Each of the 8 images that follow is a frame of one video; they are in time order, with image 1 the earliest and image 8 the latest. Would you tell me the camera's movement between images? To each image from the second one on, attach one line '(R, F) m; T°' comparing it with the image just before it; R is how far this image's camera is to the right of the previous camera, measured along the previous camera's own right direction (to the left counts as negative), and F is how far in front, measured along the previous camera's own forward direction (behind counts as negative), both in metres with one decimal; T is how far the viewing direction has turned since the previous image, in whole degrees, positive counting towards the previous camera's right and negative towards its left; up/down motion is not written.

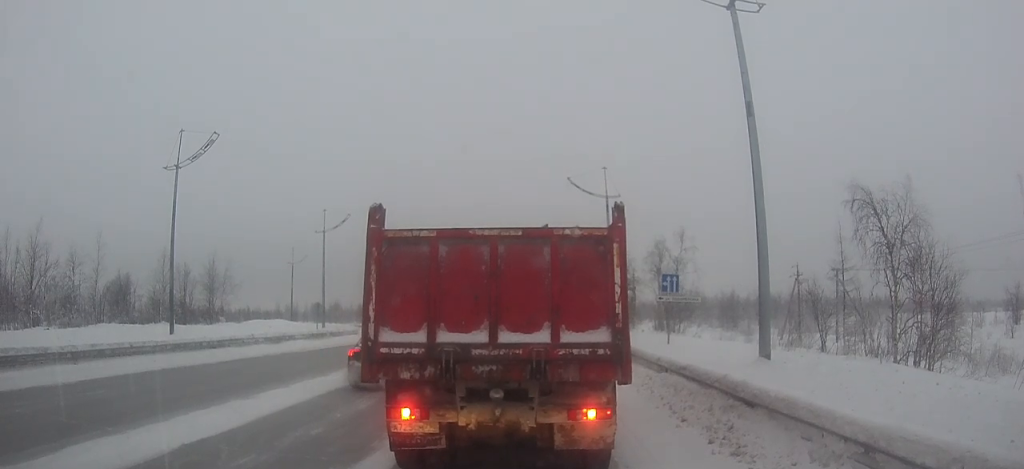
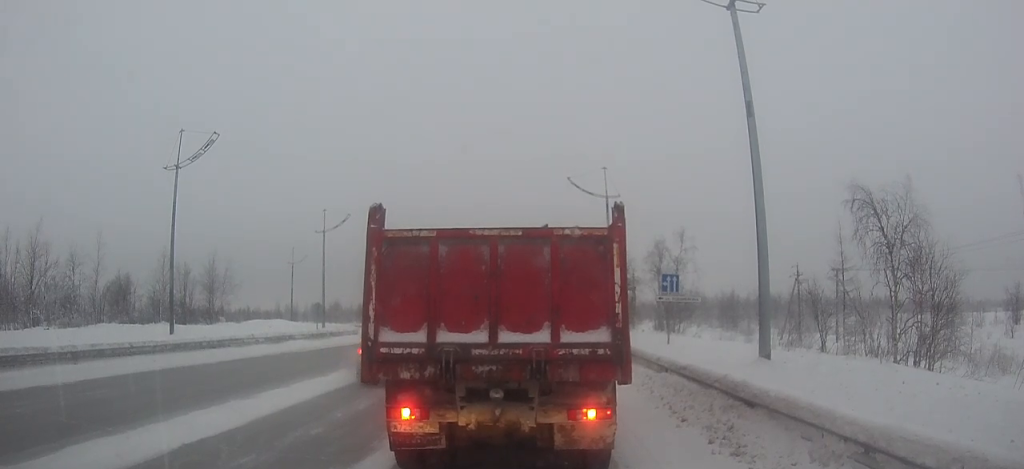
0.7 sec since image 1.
(0.0, 0.0) m; 0°
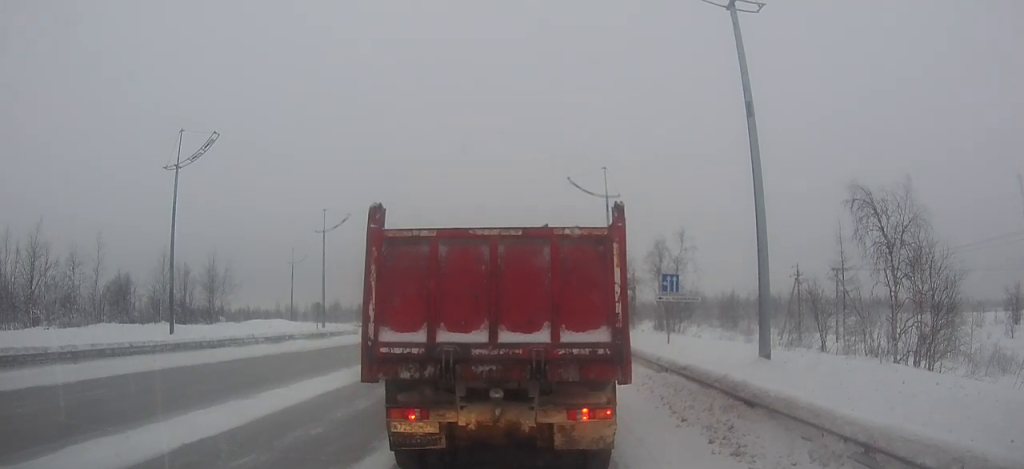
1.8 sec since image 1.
(0.0, 0.0) m; 0°
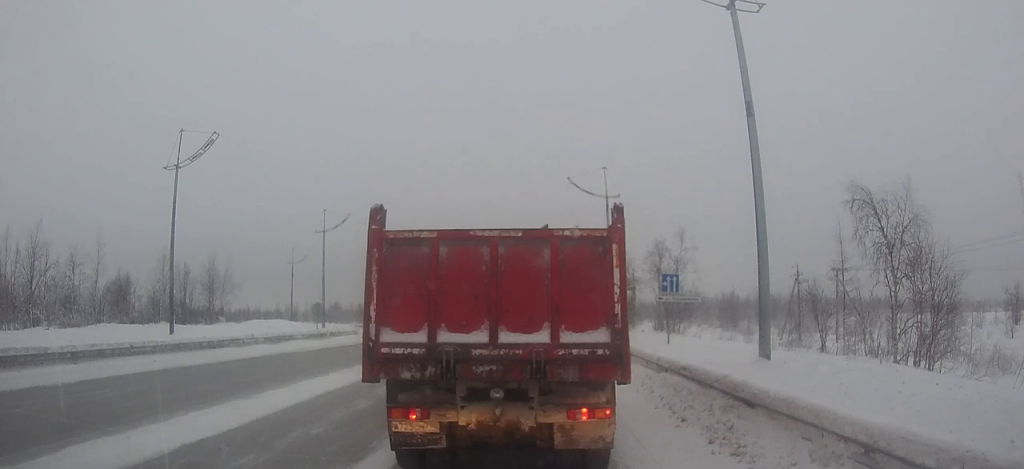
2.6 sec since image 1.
(-0.1, +0.2) m; 0°
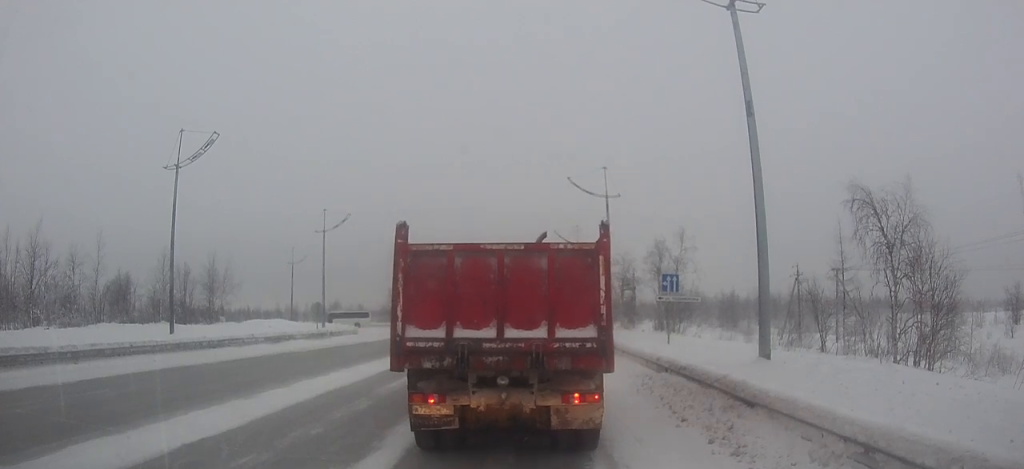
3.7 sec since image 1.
(0.0, +0.8) m; 0°
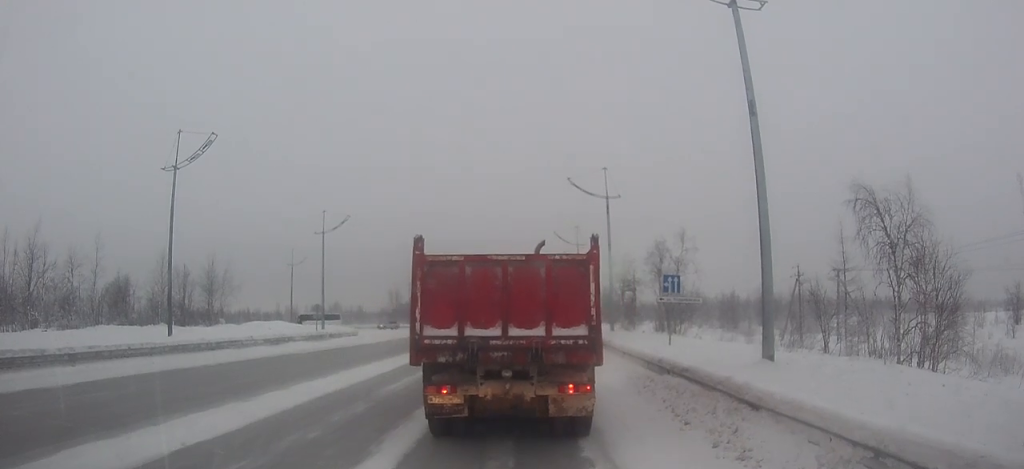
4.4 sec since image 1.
(0.0, +0.9) m; 0°
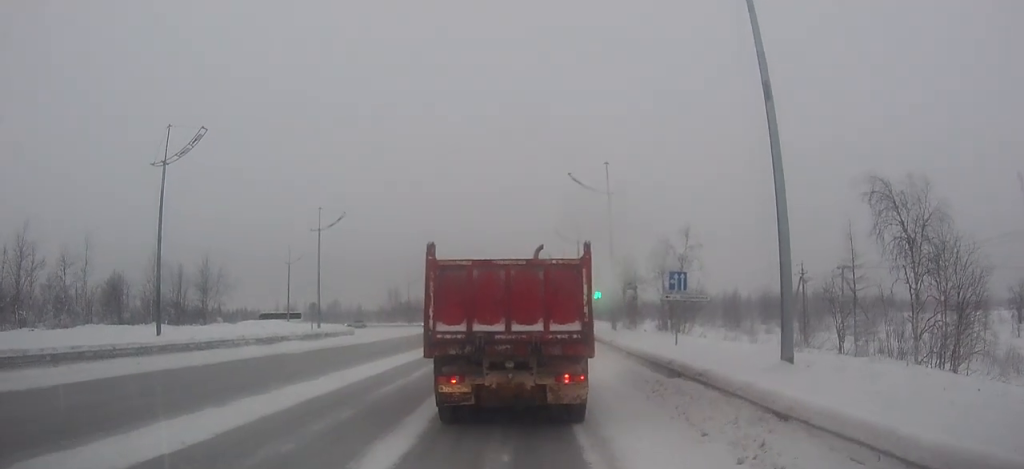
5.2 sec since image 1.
(0.0, +1.5) m; +1°
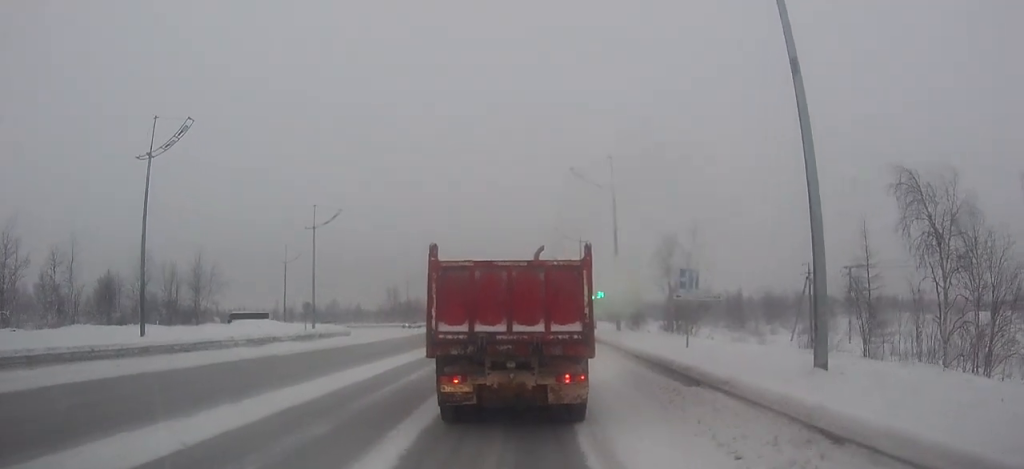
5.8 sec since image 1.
(0.0, +1.5) m; 0°
